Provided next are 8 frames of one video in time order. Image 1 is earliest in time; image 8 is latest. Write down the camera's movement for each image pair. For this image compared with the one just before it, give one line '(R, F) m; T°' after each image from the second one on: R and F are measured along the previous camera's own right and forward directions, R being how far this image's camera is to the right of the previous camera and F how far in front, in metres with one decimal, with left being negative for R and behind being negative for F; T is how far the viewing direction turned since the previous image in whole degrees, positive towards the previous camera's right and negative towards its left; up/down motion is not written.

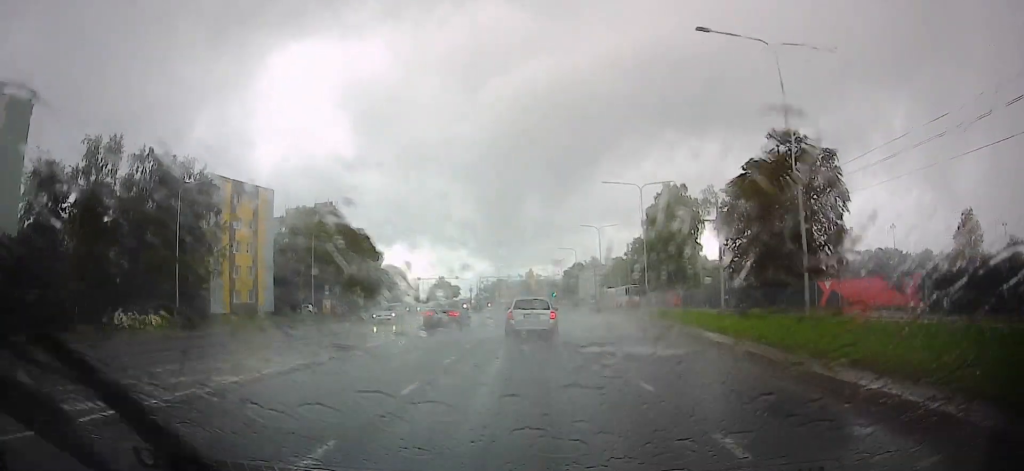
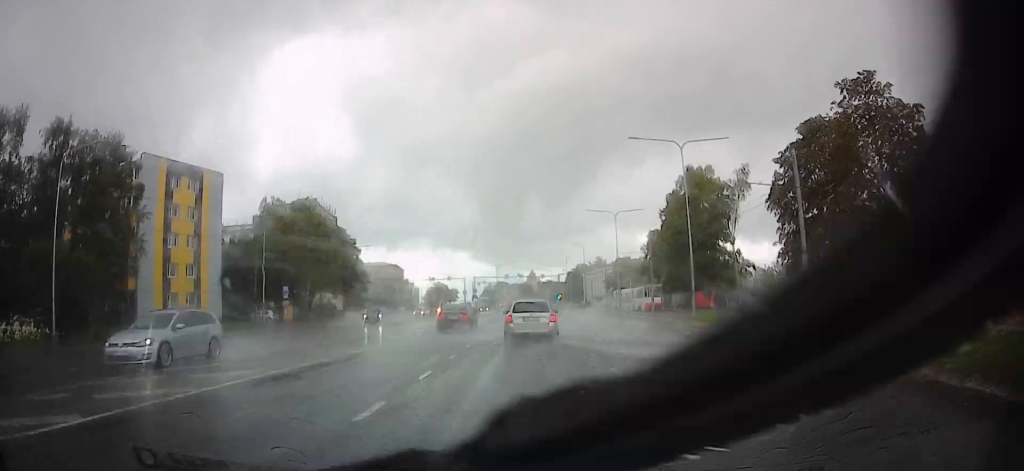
(+1.4, +12.6) m; +3°
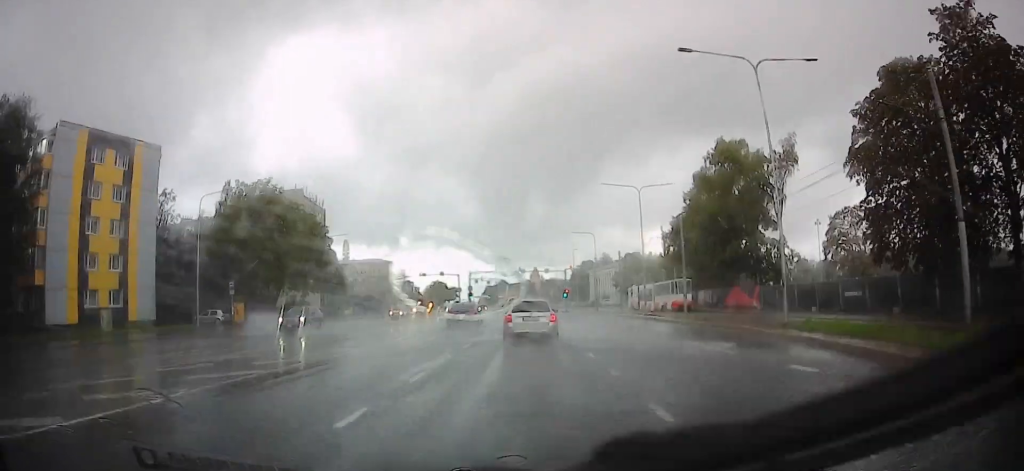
(-0.8, +11.7) m; -4°
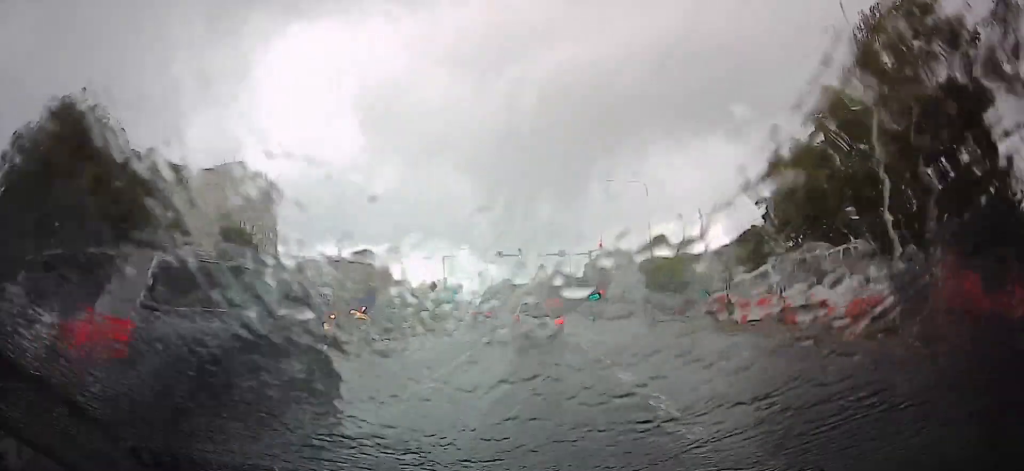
(-0.1, +32.0) m; 0°
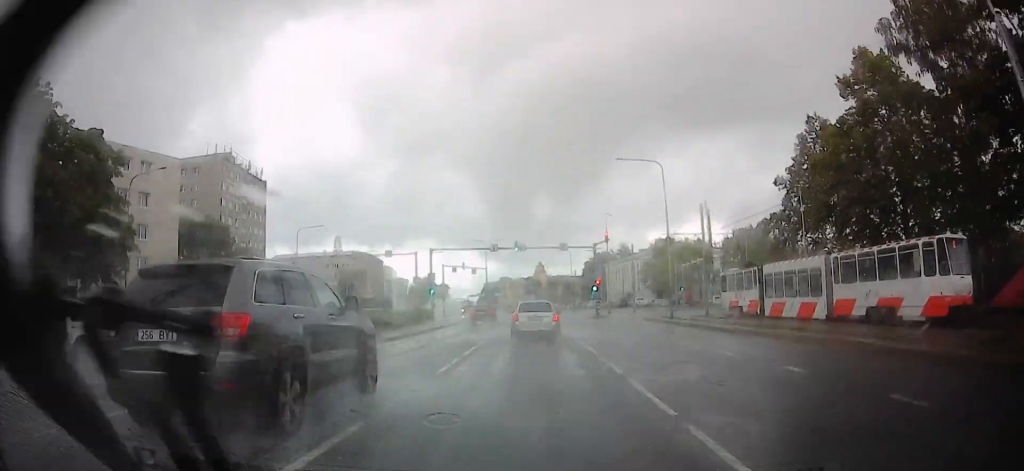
(0.0, +6.0) m; 0°
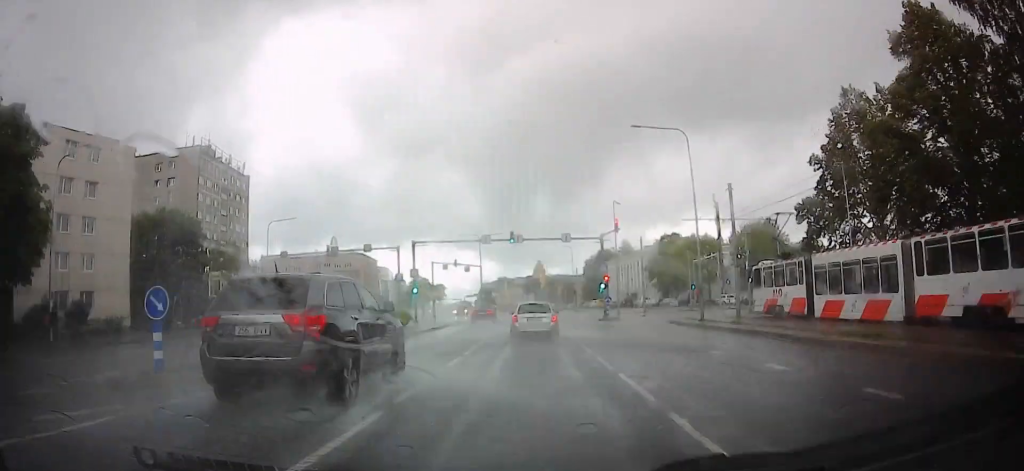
(0.0, +6.8) m; 0°
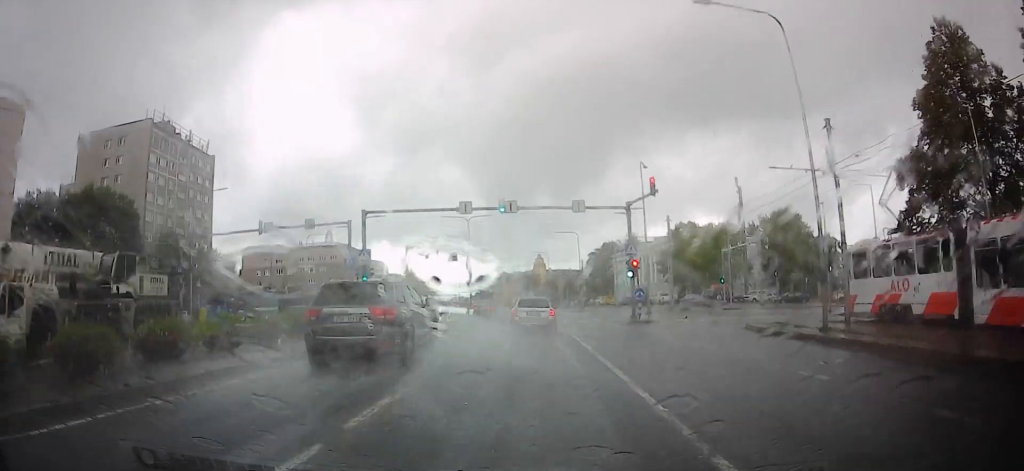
(0.0, +13.0) m; 0°
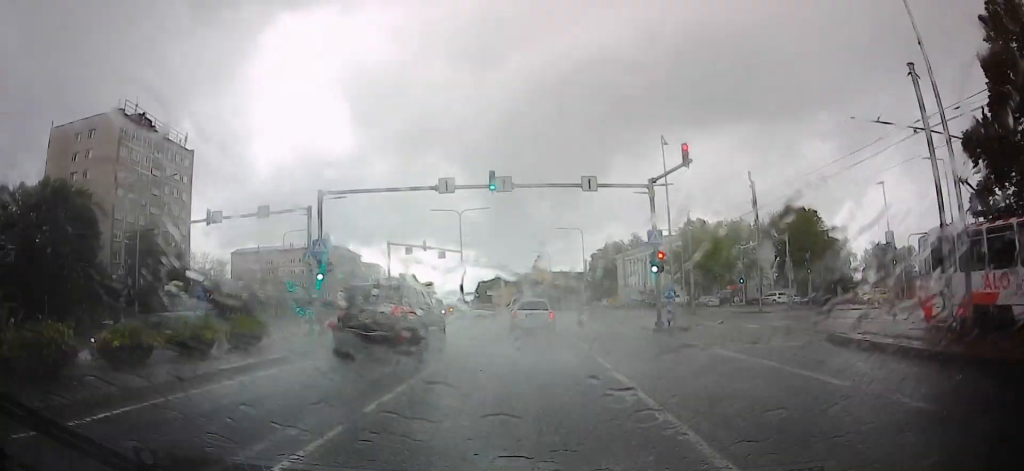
(0.0, +6.6) m; 0°
